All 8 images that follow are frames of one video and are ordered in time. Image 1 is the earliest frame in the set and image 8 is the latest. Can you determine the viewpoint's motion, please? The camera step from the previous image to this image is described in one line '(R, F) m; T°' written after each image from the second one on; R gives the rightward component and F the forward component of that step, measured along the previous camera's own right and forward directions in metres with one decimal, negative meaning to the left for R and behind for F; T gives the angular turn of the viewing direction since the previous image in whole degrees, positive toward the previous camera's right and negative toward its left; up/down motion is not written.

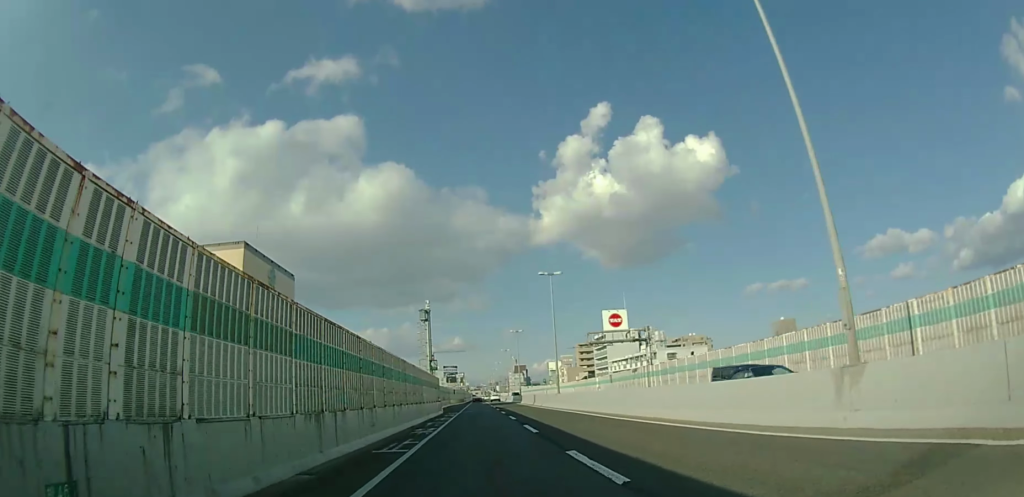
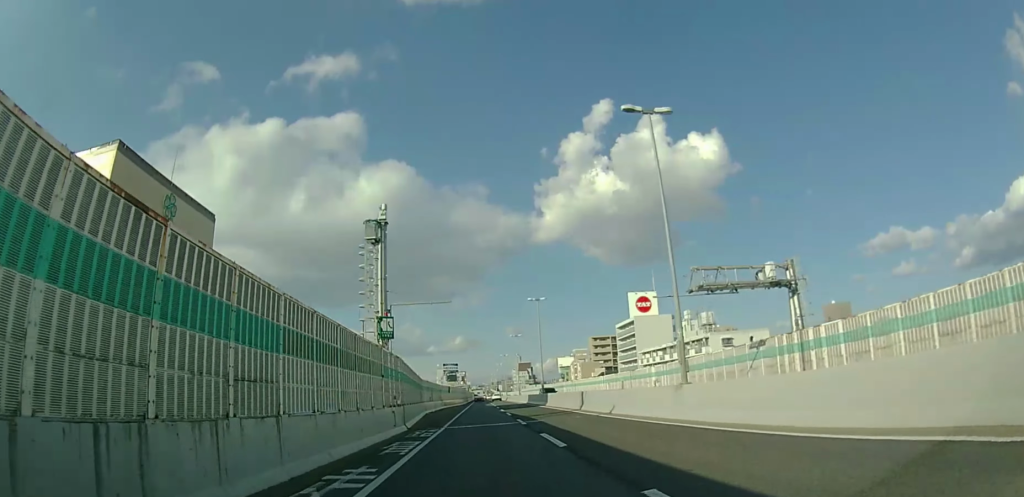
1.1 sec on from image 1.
(+0.1, +25.0) m; 0°
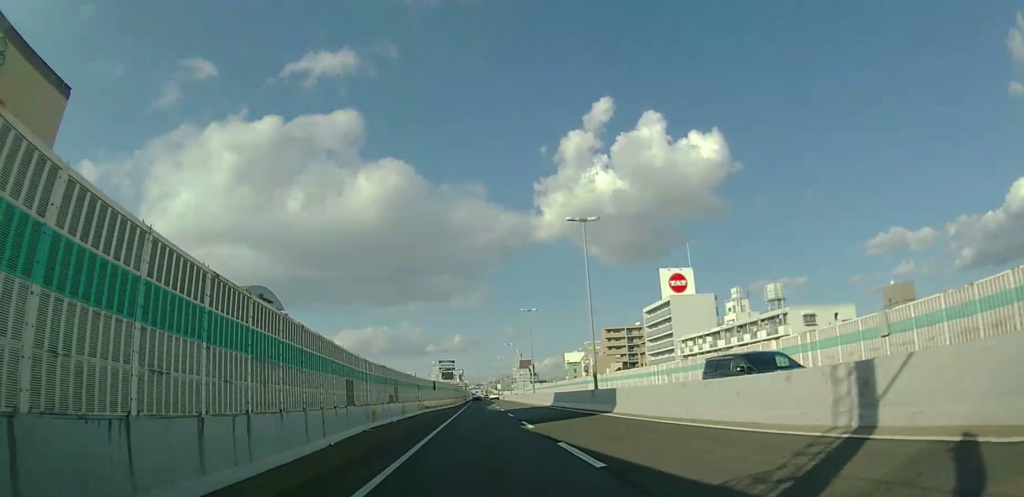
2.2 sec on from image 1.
(0.0, +24.2) m; 0°
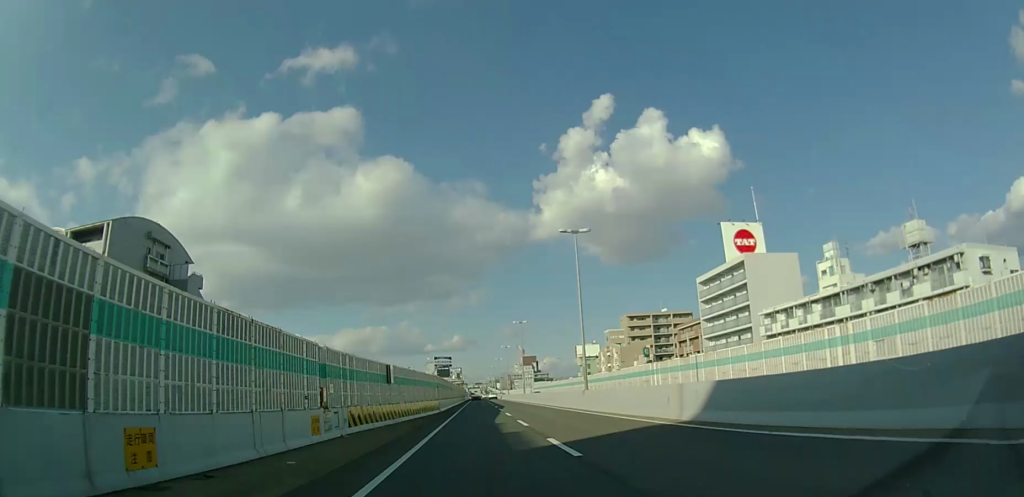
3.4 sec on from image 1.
(+0.2, +28.6) m; 0°
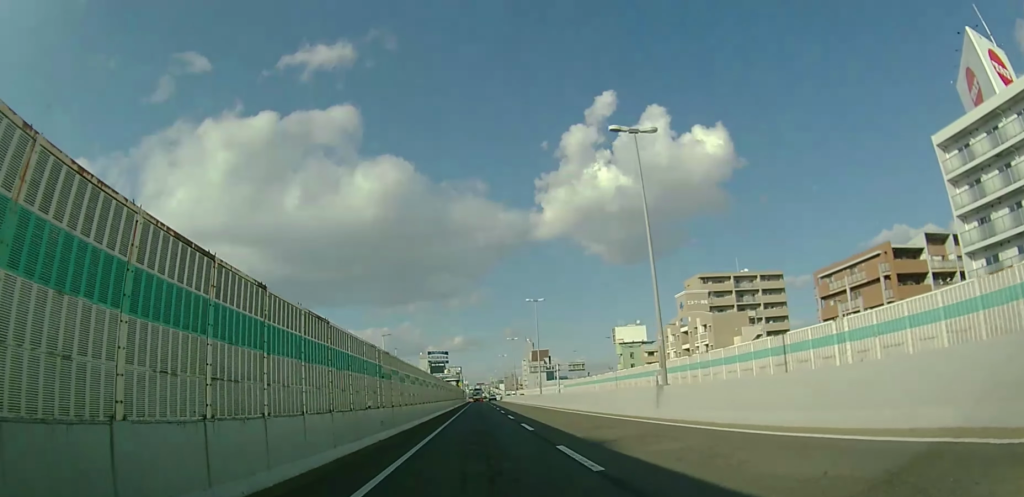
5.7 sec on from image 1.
(-0.4, +51.7) m; 0°
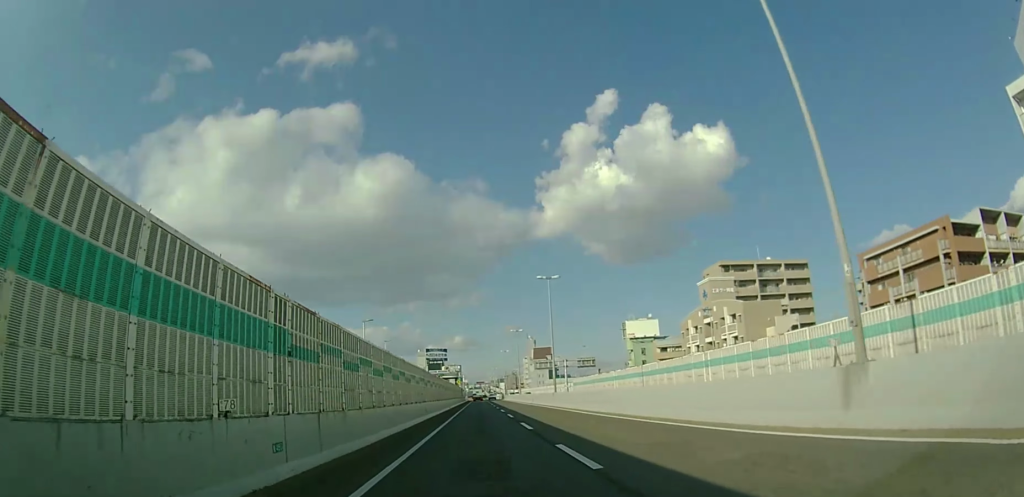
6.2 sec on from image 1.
(+0.1, +9.8) m; 0°
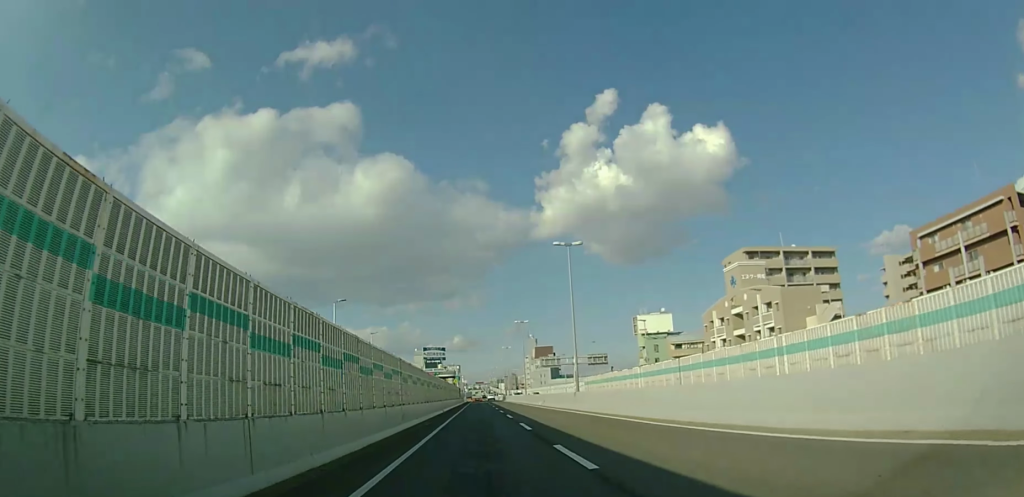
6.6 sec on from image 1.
(0.0, +10.5) m; 0°
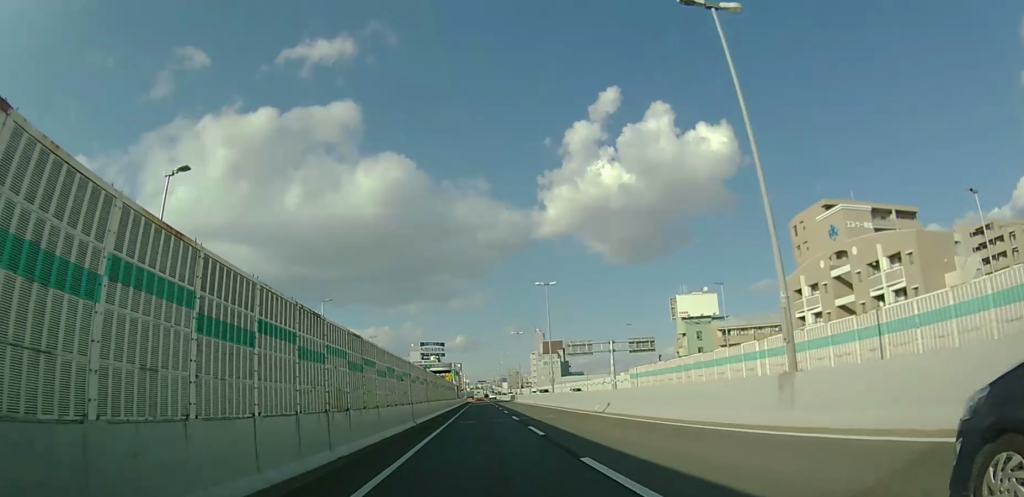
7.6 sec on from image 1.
(-0.2, +22.6) m; 0°
